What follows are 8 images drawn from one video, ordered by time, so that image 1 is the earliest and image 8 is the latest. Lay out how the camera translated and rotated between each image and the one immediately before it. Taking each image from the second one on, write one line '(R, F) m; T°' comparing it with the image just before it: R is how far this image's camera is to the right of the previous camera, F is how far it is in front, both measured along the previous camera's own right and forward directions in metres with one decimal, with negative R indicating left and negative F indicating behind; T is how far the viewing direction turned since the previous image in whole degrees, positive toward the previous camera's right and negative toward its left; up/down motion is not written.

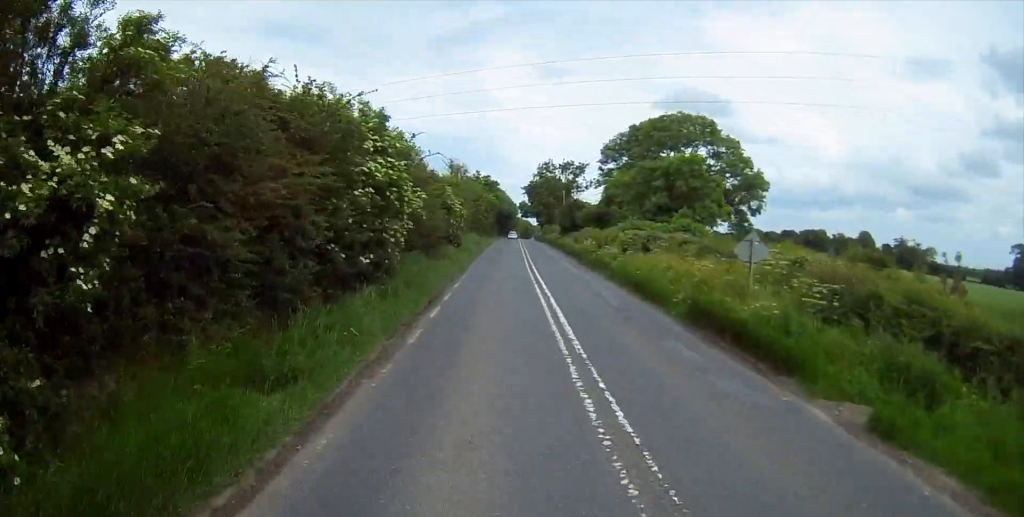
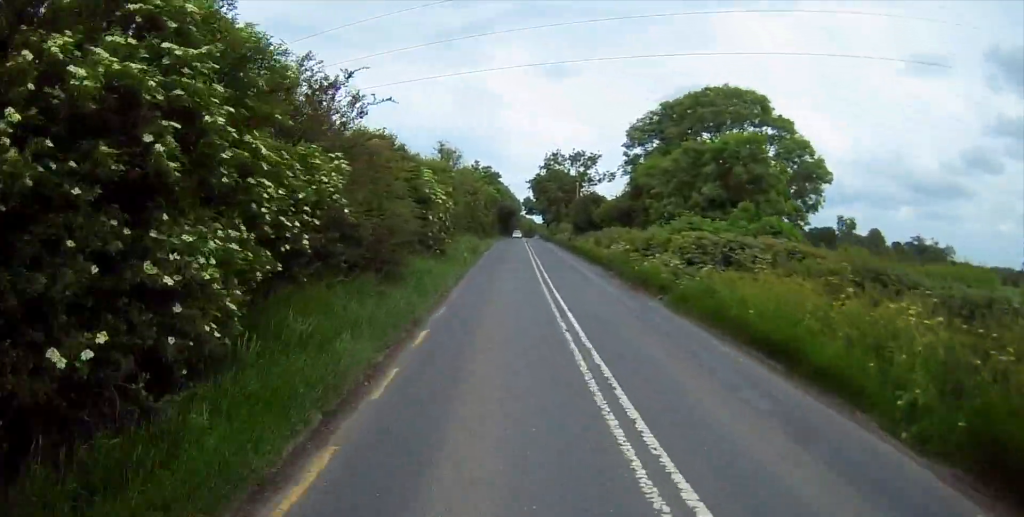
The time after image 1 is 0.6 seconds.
(0.0, +12.2) m; 0°
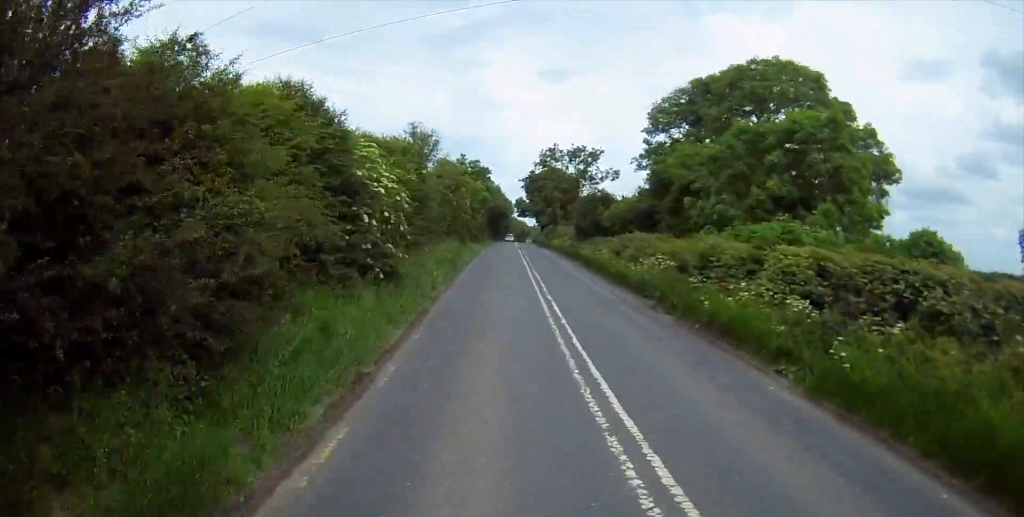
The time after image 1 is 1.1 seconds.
(0.0, +10.8) m; 0°
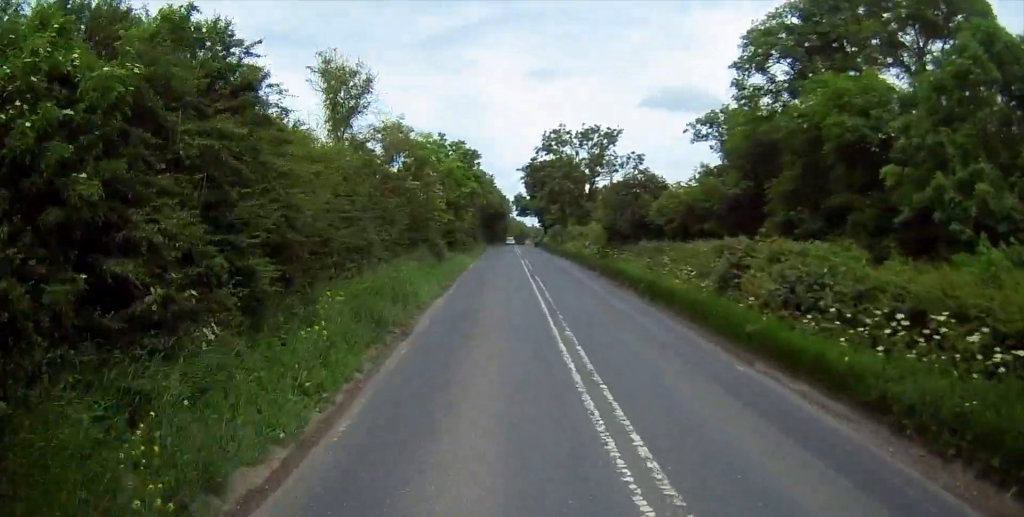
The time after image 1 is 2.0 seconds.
(+0.2, +17.6) m; +1°
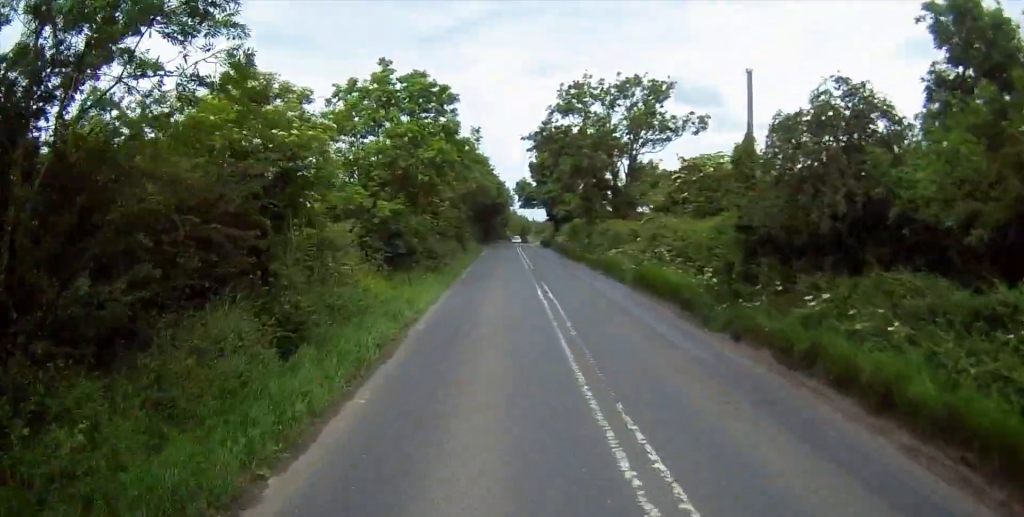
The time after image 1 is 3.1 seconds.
(0.0, +22.4) m; 0°
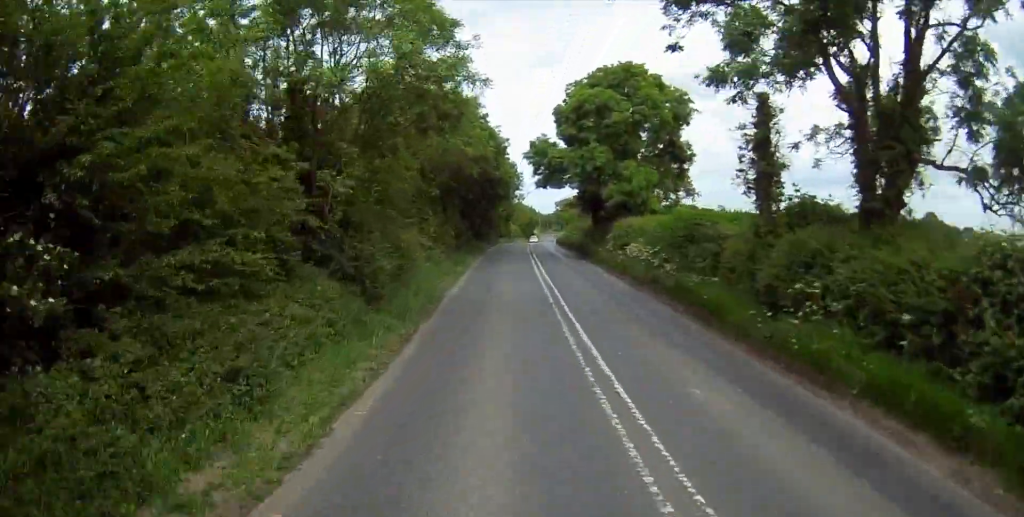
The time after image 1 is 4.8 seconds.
(0.0, +35.7) m; 0°
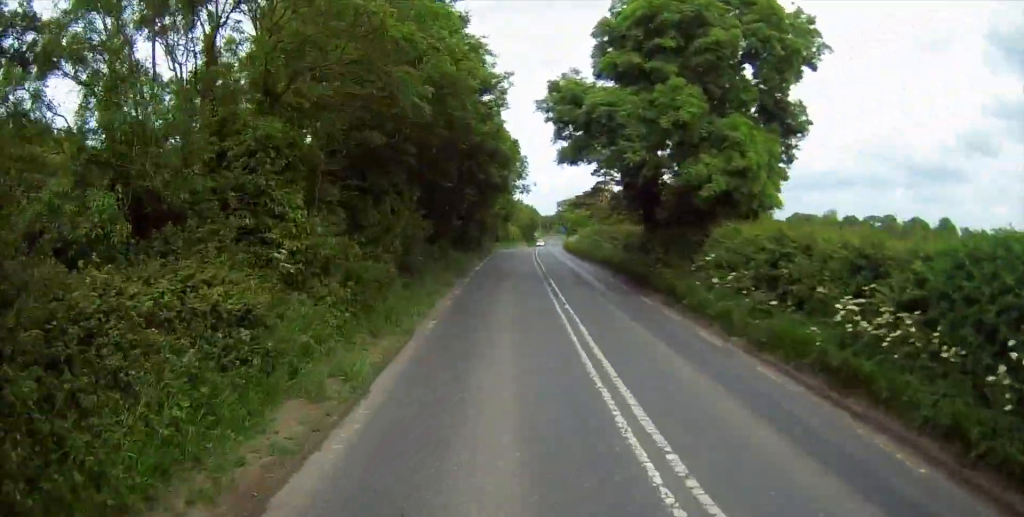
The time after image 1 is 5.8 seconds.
(0.0, +20.2) m; 0°
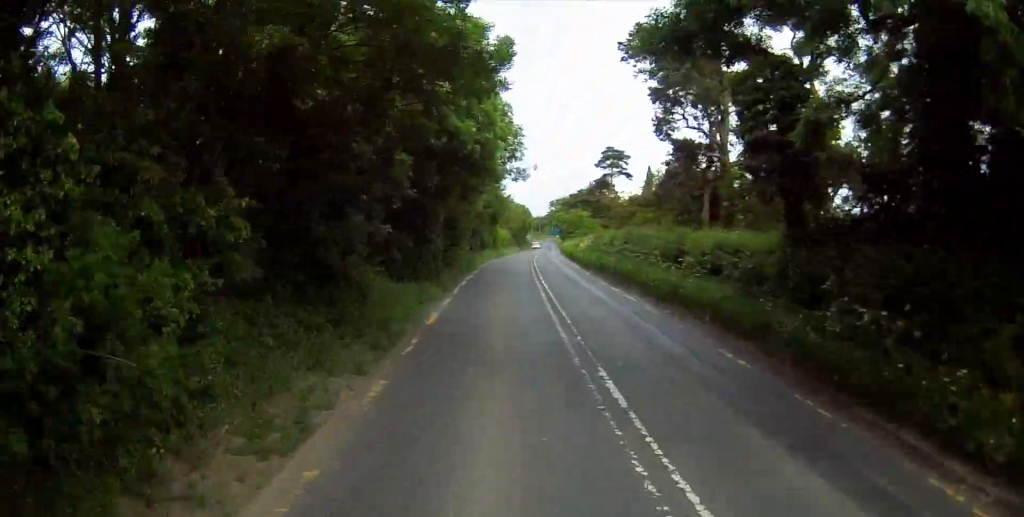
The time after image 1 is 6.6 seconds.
(0.0, +17.4) m; 0°
